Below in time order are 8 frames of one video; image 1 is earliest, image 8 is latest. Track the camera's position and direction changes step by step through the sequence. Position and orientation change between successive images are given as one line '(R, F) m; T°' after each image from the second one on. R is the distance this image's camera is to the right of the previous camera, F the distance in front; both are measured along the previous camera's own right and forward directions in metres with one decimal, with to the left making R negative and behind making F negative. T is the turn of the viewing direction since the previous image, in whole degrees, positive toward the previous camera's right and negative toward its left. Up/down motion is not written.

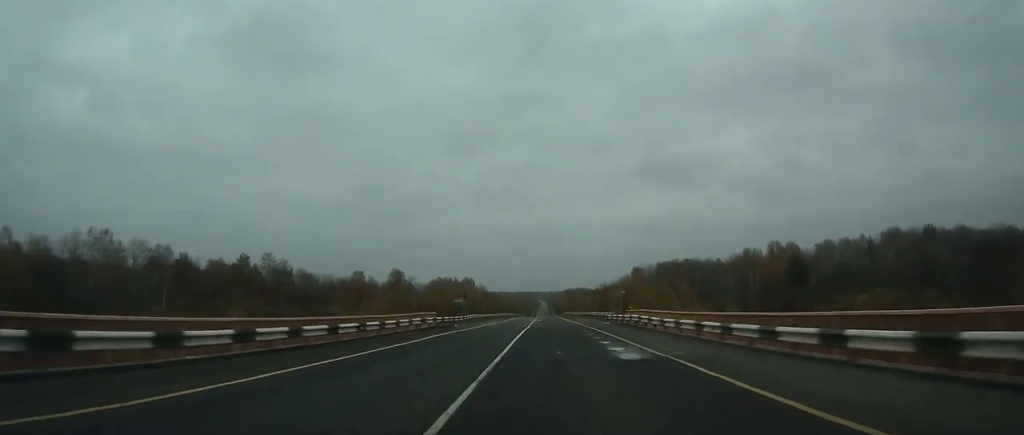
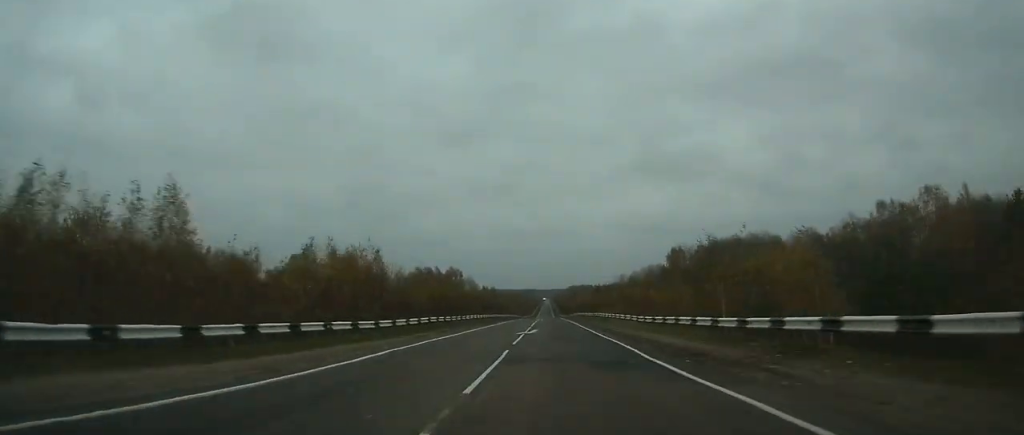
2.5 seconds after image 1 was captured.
(+0.1, +71.7) m; 0°
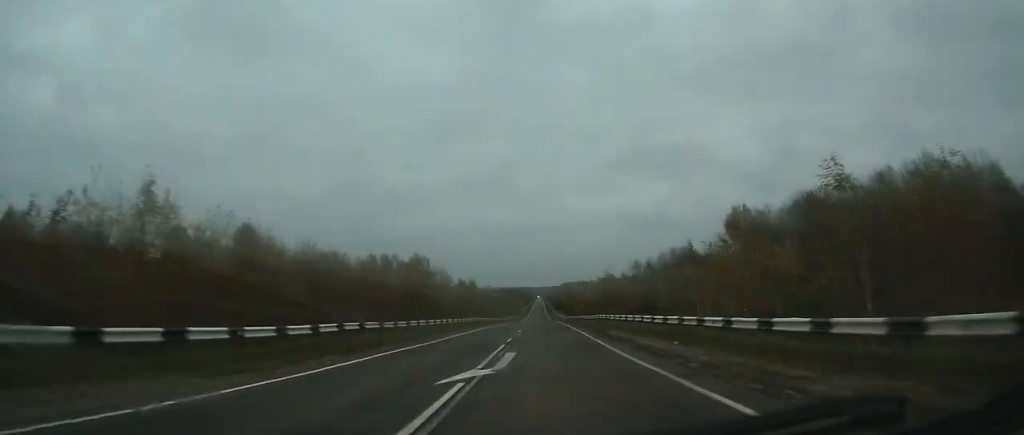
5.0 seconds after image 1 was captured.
(-0.1, +67.0) m; 0°
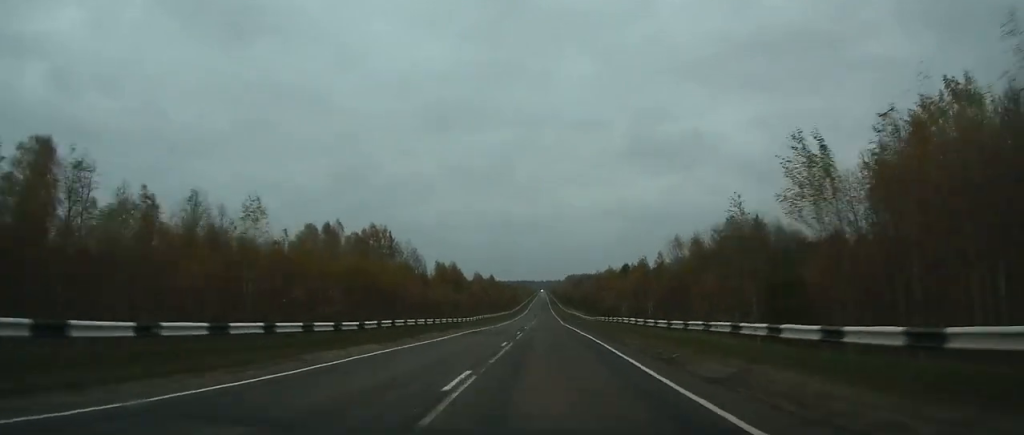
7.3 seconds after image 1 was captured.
(+0.1, +62.2) m; 0°
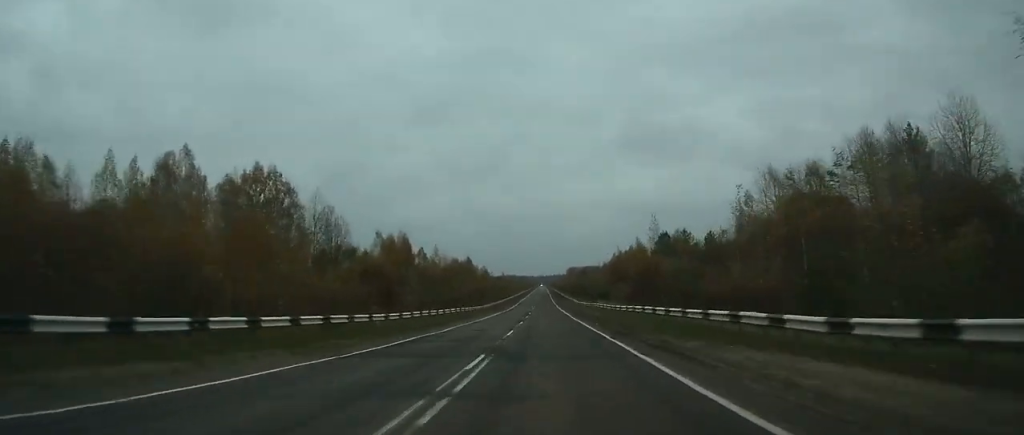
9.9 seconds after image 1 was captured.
(0.0, +71.8) m; 0°
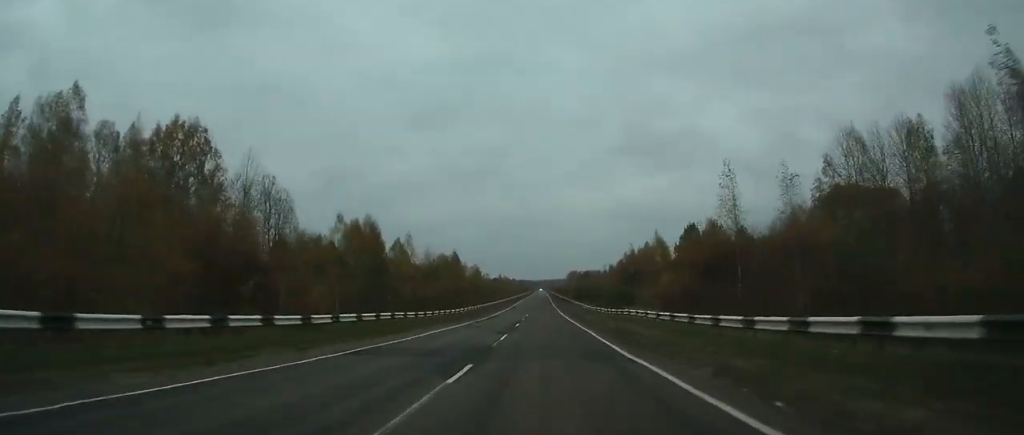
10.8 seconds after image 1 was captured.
(0.0, +27.1) m; 0°
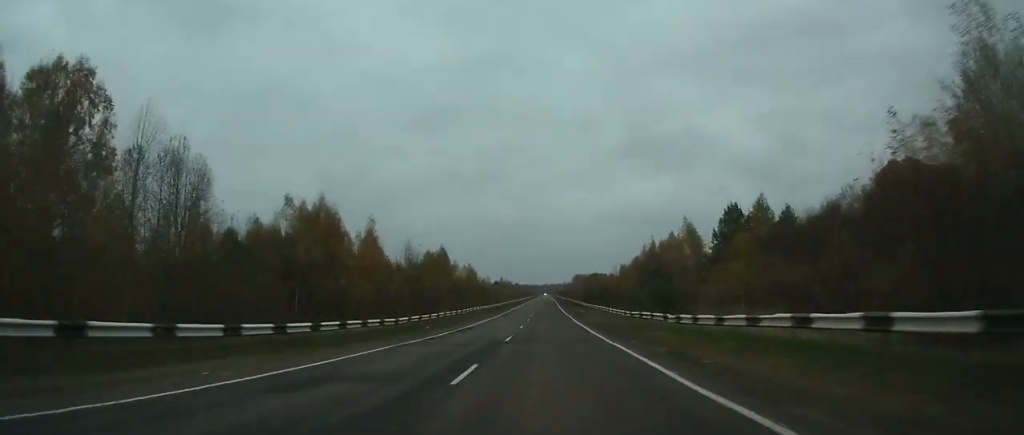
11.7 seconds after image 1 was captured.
(+0.1, +25.2) m; 0°
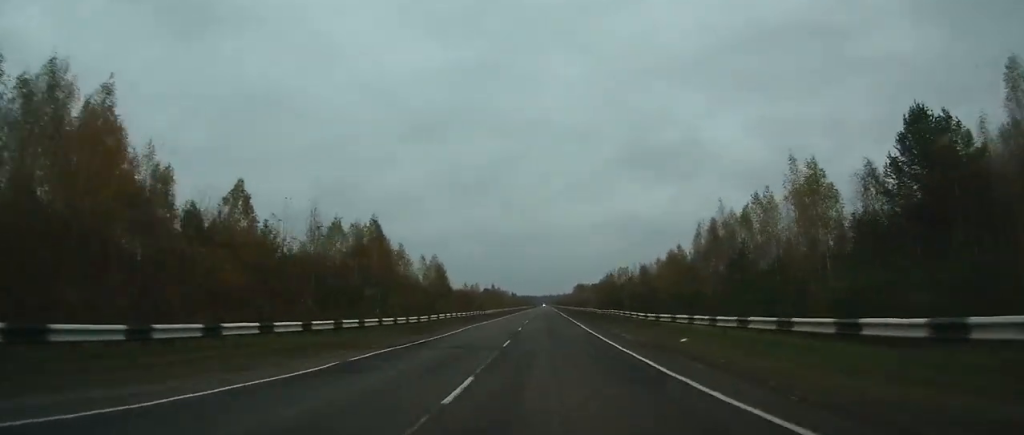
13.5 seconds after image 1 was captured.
(-0.1, +50.6) m; 0°
